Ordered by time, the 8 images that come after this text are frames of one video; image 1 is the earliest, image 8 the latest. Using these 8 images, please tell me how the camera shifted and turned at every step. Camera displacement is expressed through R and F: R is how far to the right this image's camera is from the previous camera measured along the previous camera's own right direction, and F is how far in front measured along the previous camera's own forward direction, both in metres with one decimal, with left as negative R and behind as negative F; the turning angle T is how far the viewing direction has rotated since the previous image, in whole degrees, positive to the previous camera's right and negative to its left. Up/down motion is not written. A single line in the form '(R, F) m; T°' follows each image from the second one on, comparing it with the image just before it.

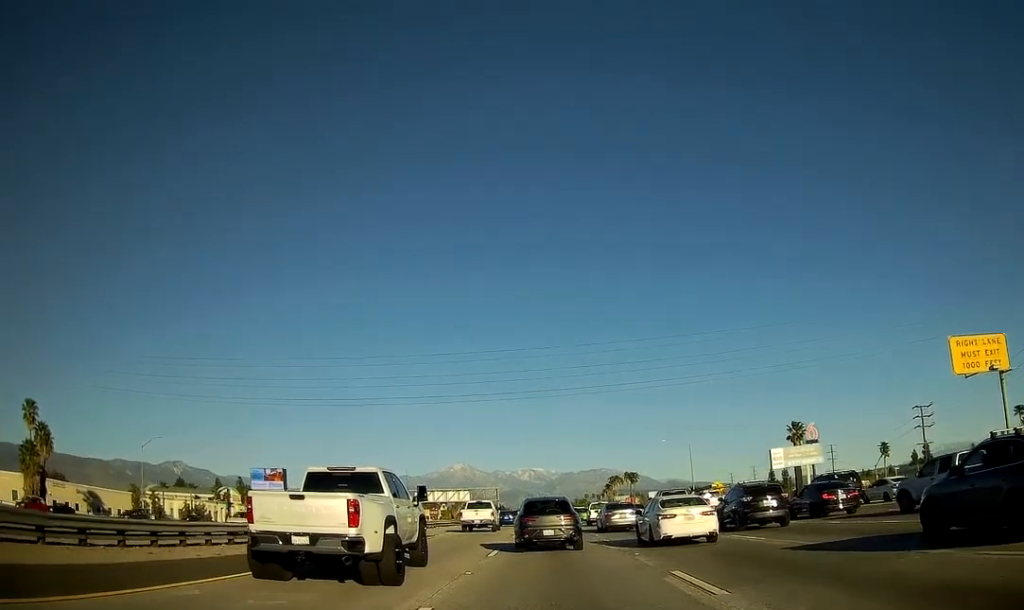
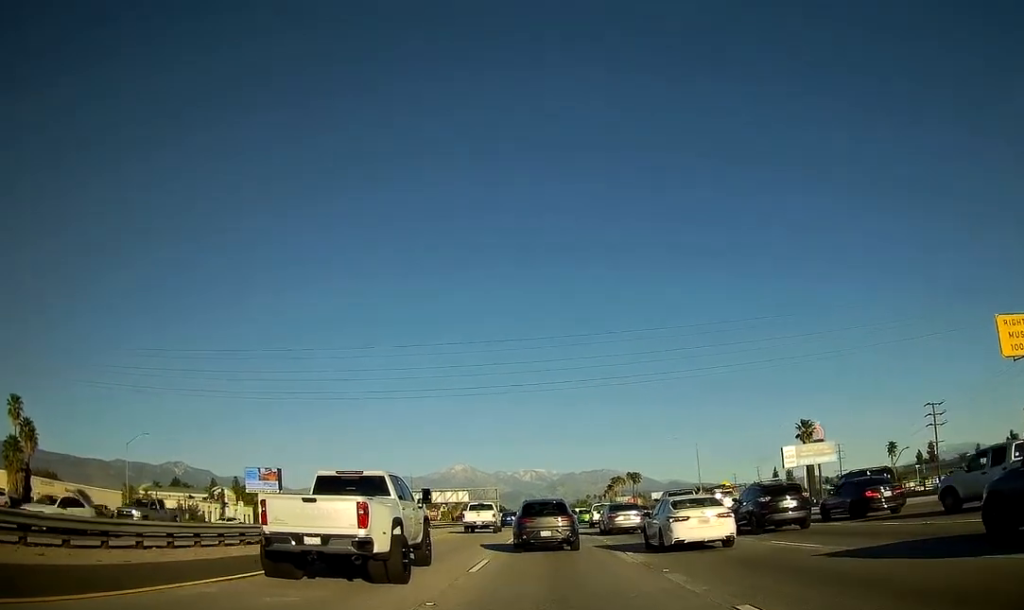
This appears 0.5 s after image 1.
(+0.1, +4.7) m; 0°
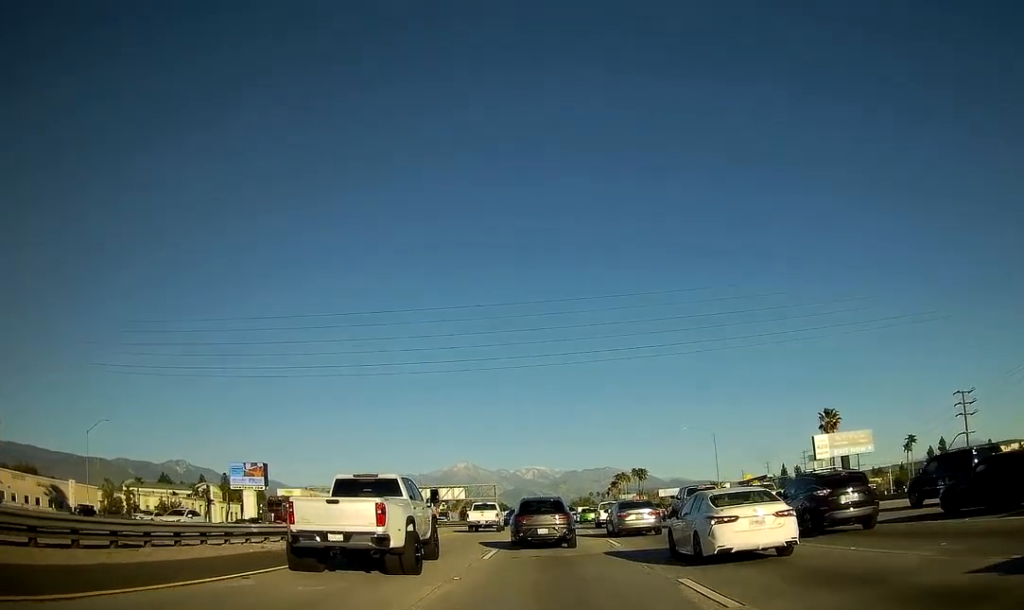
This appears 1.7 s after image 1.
(-0.3, +10.8) m; 0°
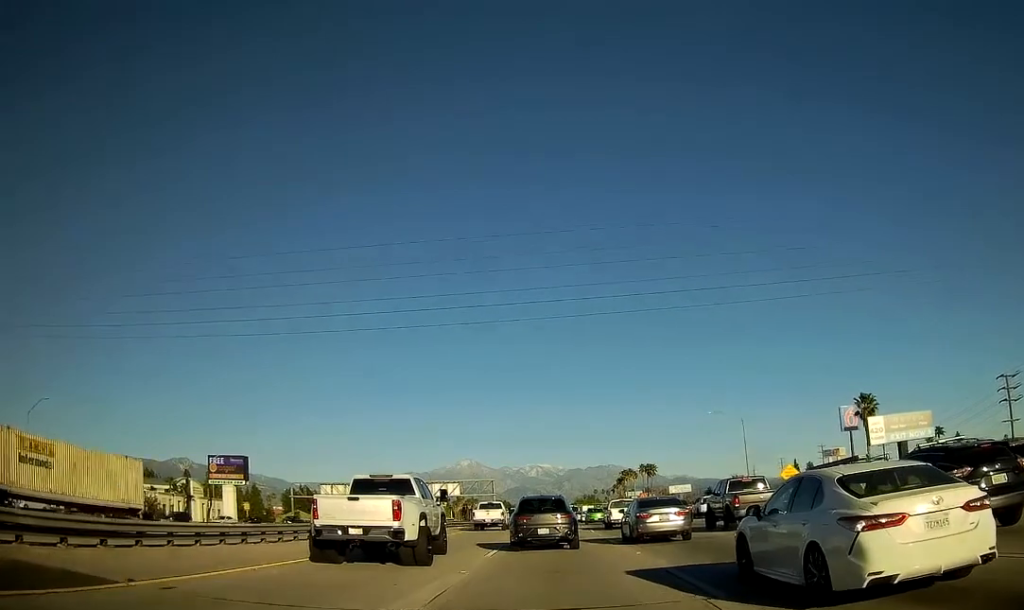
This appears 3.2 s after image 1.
(+0.4, +14.1) m; +1°
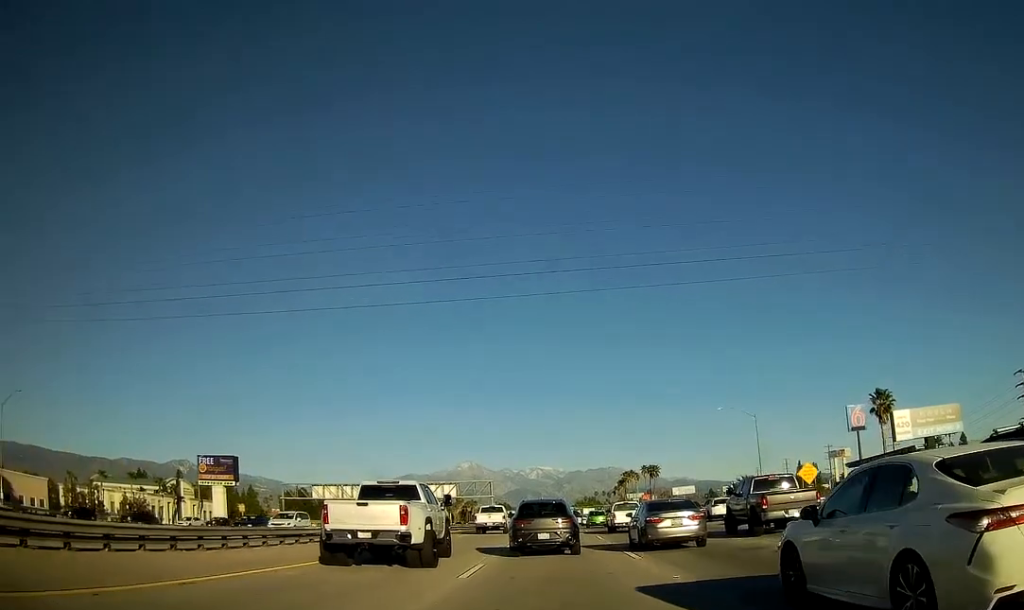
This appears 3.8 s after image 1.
(0.0, +5.5) m; -1°
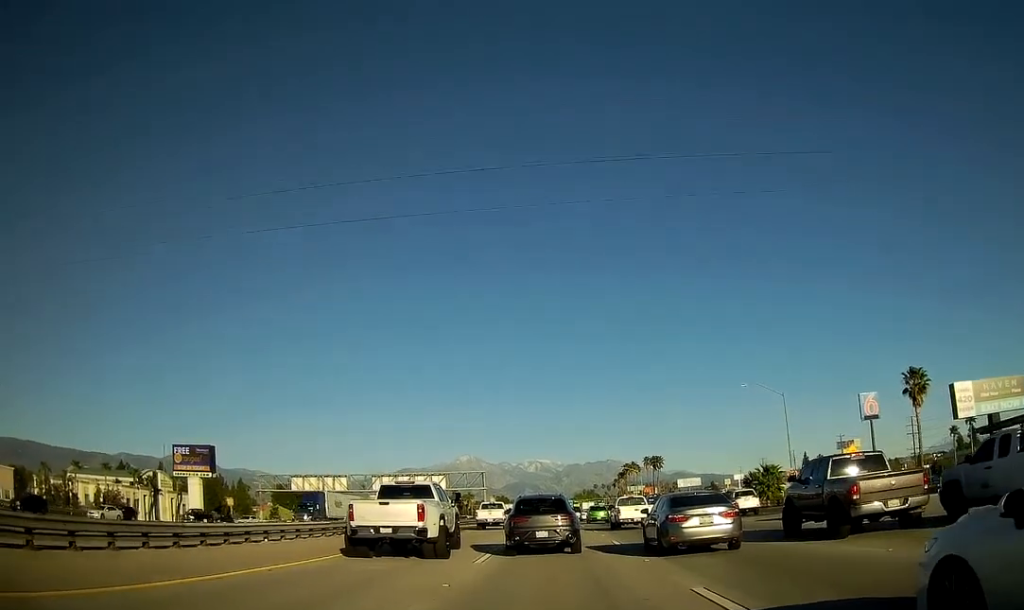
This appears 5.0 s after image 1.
(-0.3, +11.5) m; -1°
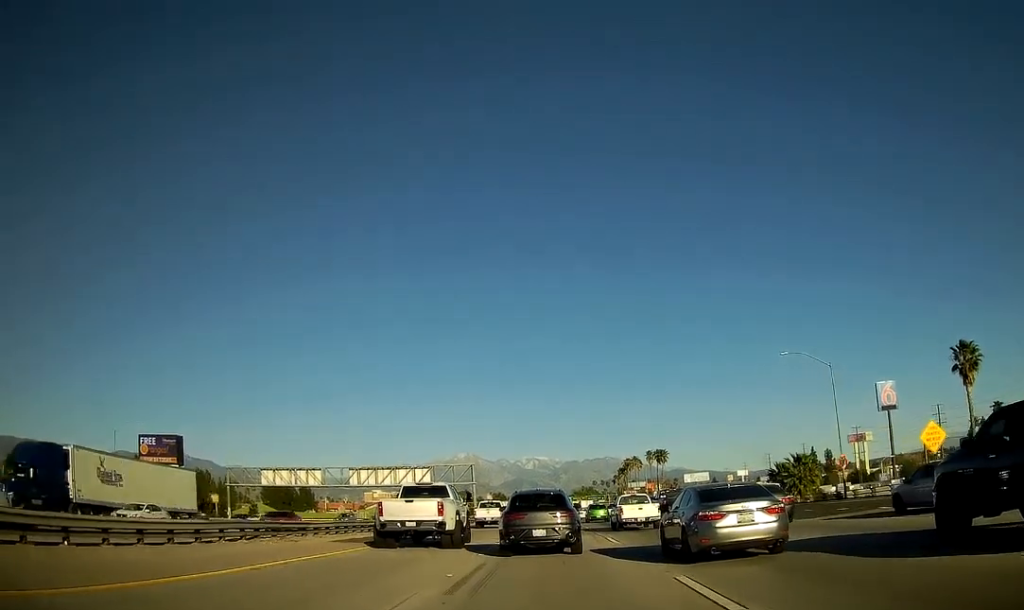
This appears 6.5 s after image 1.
(+0.2, +14.3) m; 0°
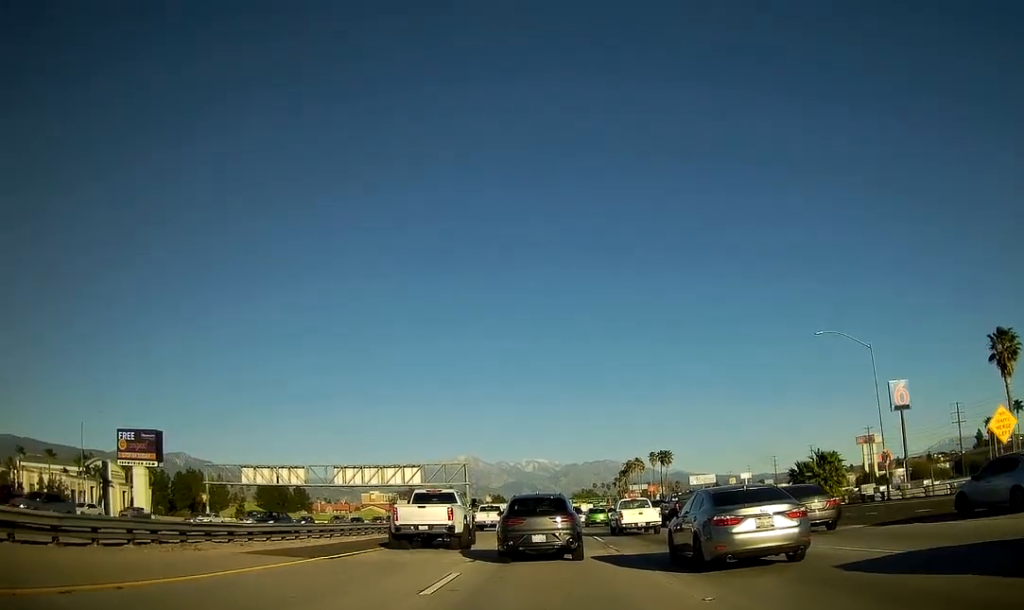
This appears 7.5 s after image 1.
(-0.2, +8.2) m; -2°
